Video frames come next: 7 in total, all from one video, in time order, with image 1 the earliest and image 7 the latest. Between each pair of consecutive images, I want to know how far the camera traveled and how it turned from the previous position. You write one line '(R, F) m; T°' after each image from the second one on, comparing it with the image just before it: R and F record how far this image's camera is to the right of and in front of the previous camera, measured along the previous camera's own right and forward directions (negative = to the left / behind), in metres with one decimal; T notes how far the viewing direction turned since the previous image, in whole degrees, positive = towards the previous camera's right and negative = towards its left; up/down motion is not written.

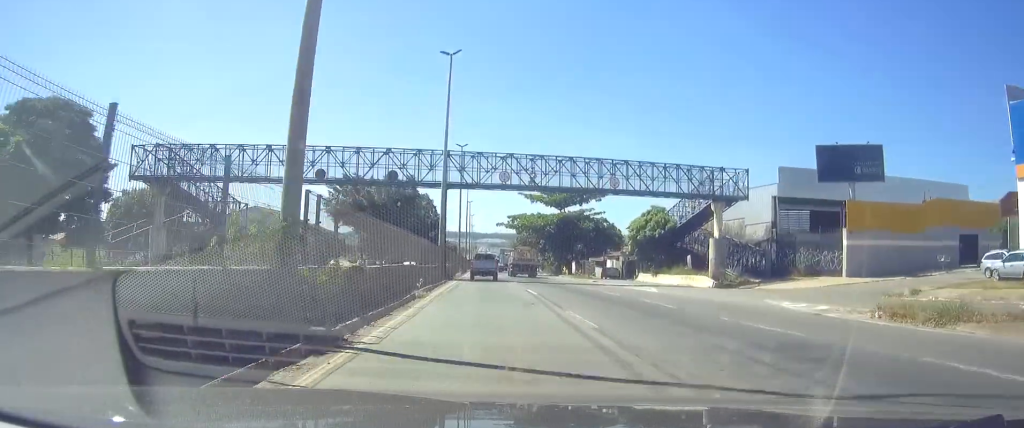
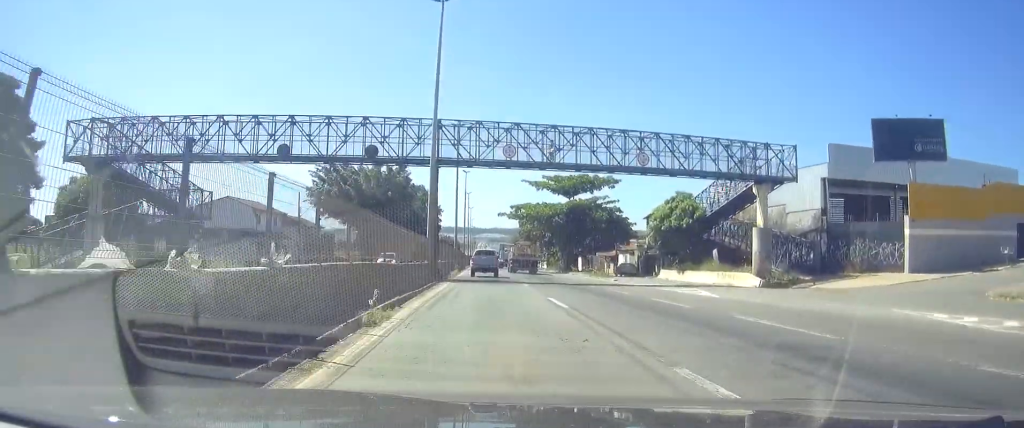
(0.0, +9.3) m; 0°
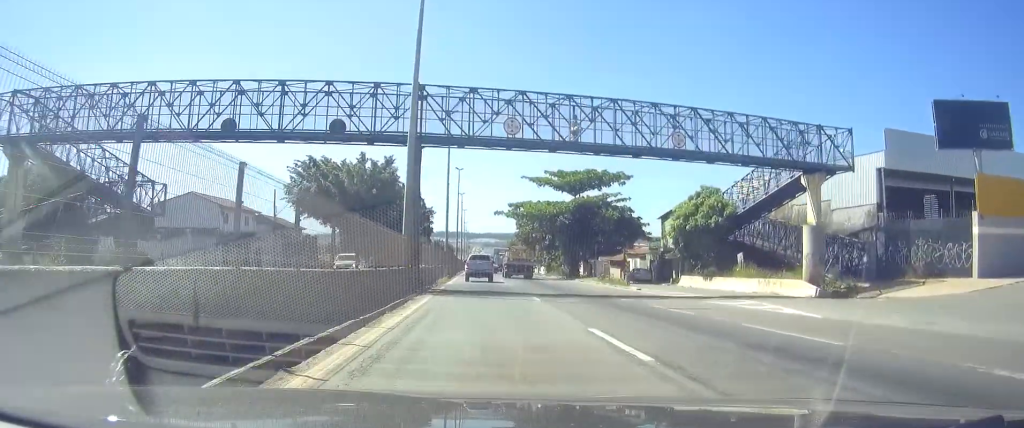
(0.0, +8.6) m; 0°
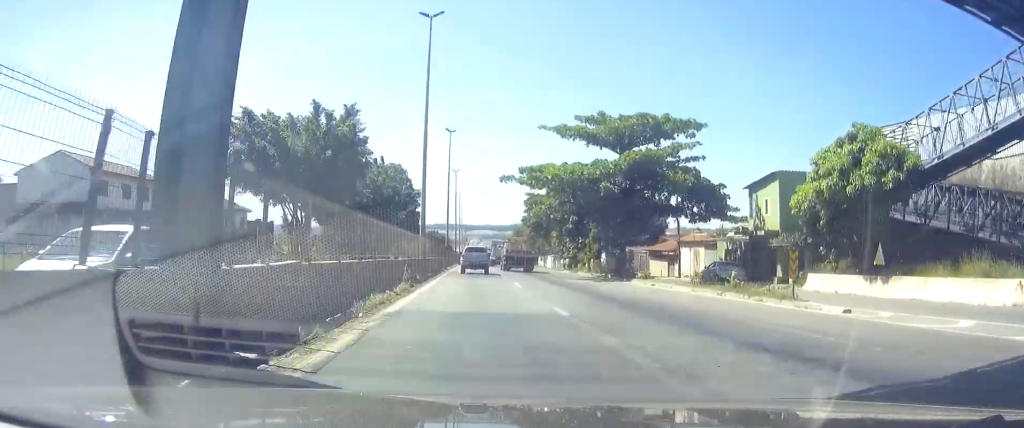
(+0.1, +23.6) m; +1°
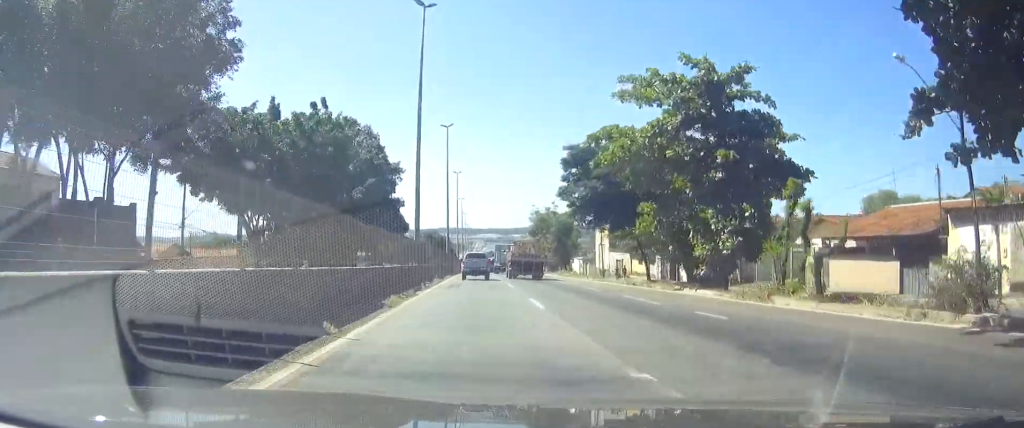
(+0.1, +38.9) m; -1°
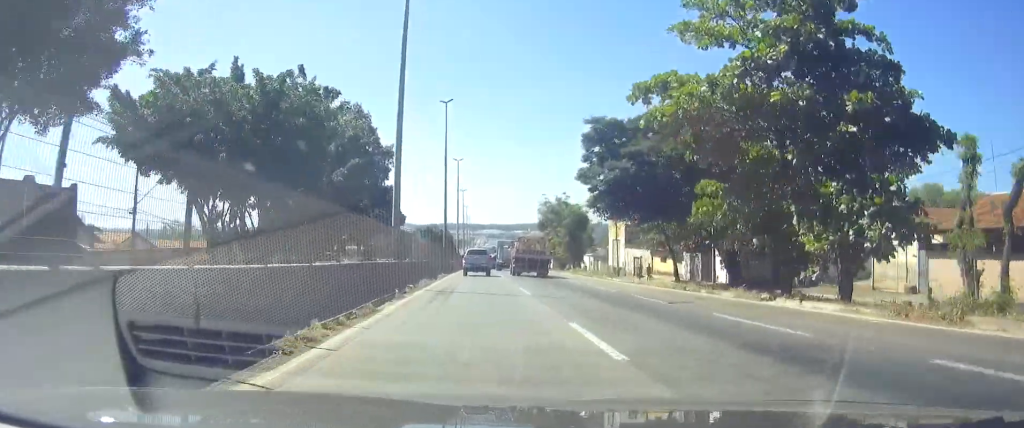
(-0.1, +9.4) m; 0°
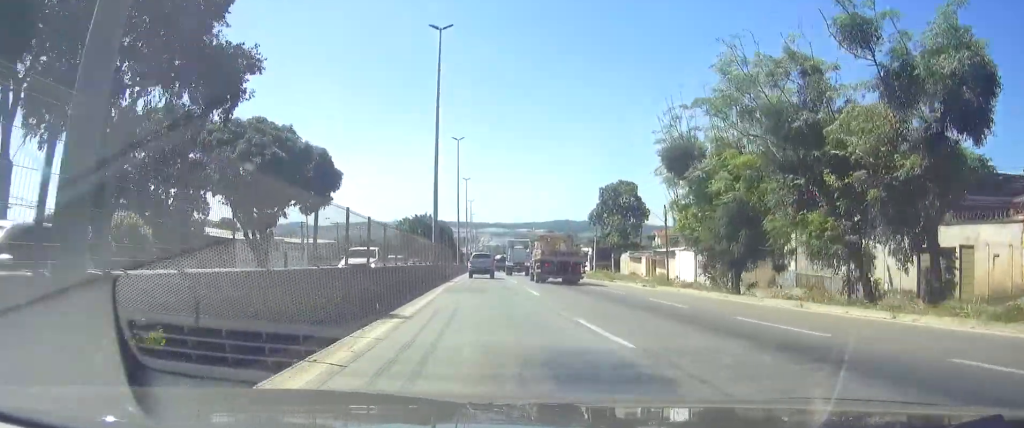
(-0.2, +55.8) m; -1°
